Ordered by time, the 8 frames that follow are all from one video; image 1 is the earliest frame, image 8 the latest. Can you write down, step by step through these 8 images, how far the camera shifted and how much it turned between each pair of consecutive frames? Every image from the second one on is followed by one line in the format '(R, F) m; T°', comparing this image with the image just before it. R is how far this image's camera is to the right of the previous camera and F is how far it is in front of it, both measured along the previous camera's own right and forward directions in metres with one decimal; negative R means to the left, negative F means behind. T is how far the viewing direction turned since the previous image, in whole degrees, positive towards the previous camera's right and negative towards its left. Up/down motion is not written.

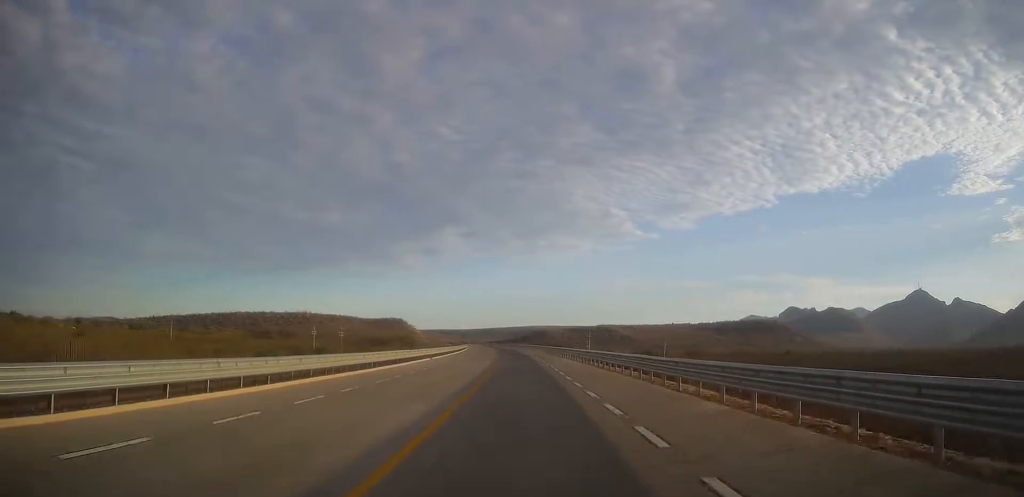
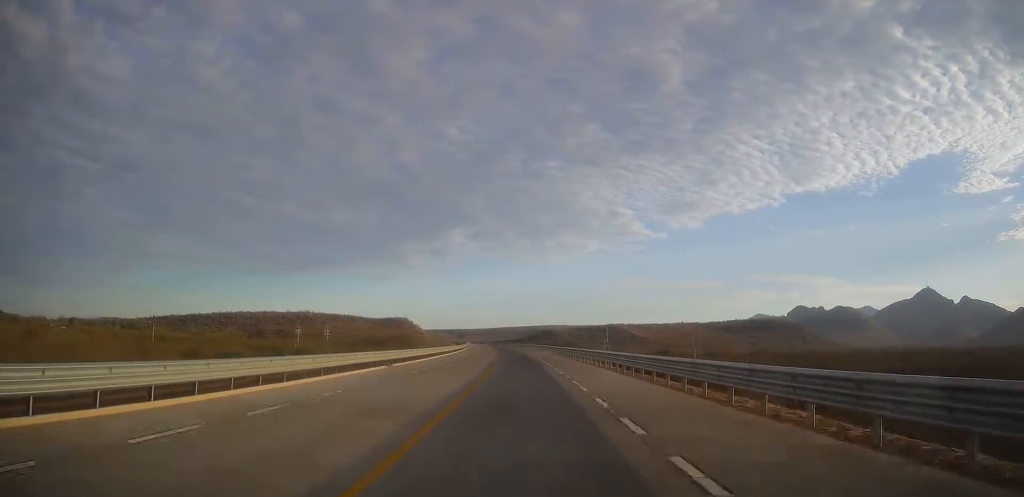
(-0.3, +18.7) m; -1°
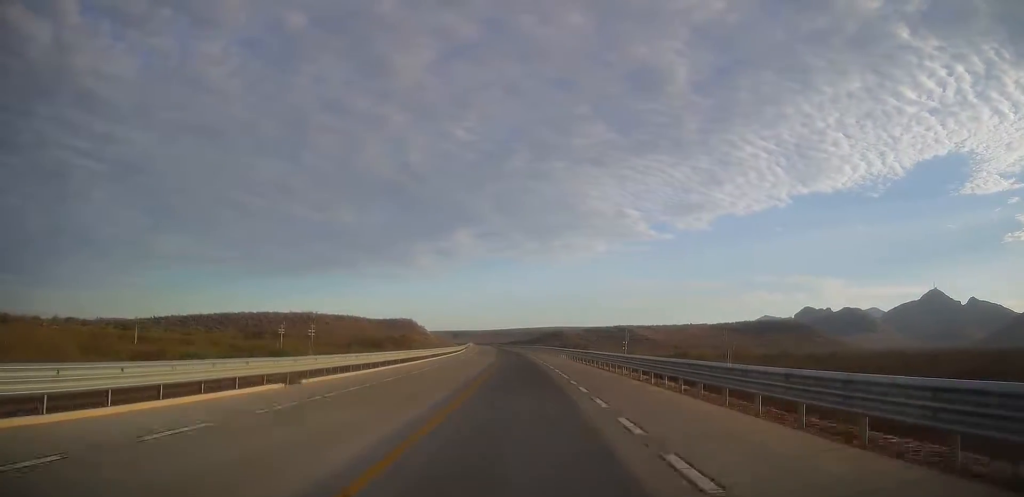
(-0.2, +15.7) m; -1°
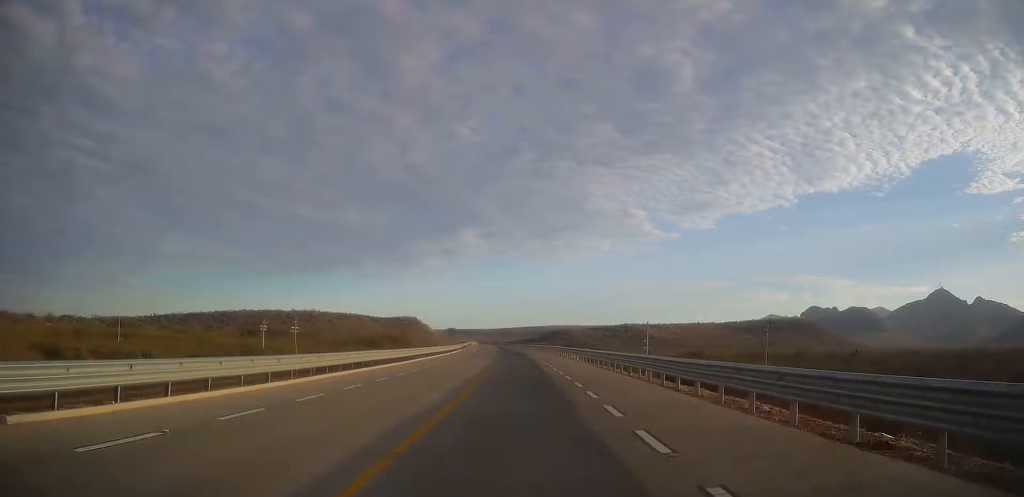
(0.0, +13.8) m; -1°
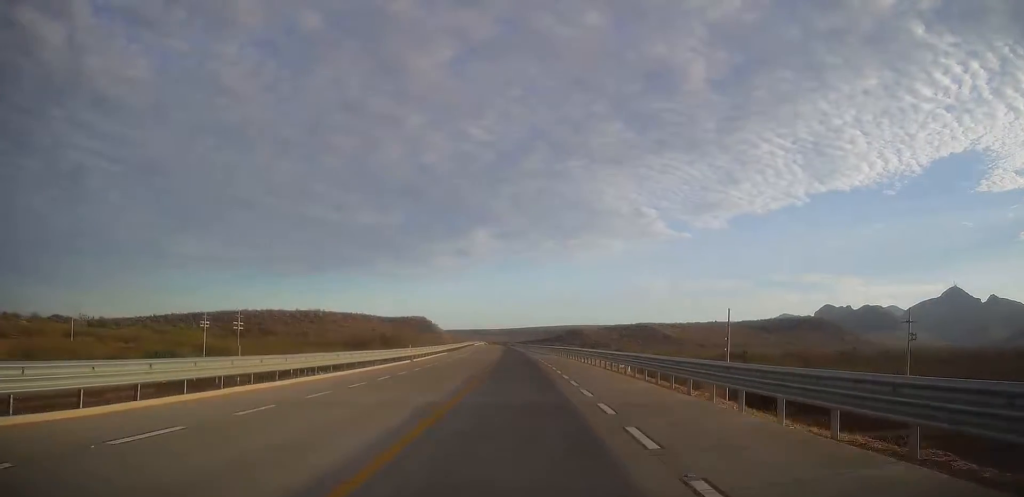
(-0.4, +31.5) m; -2°
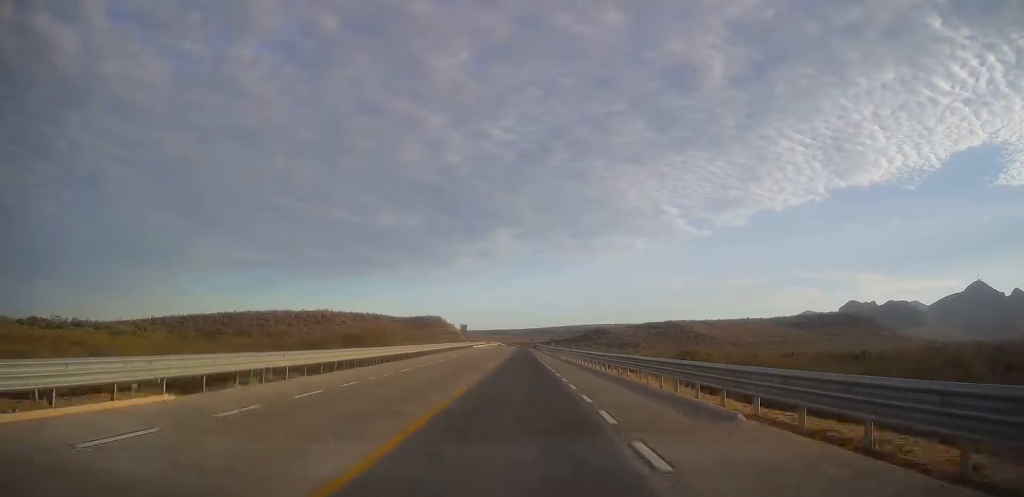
(-0.7, +57.2) m; -1°
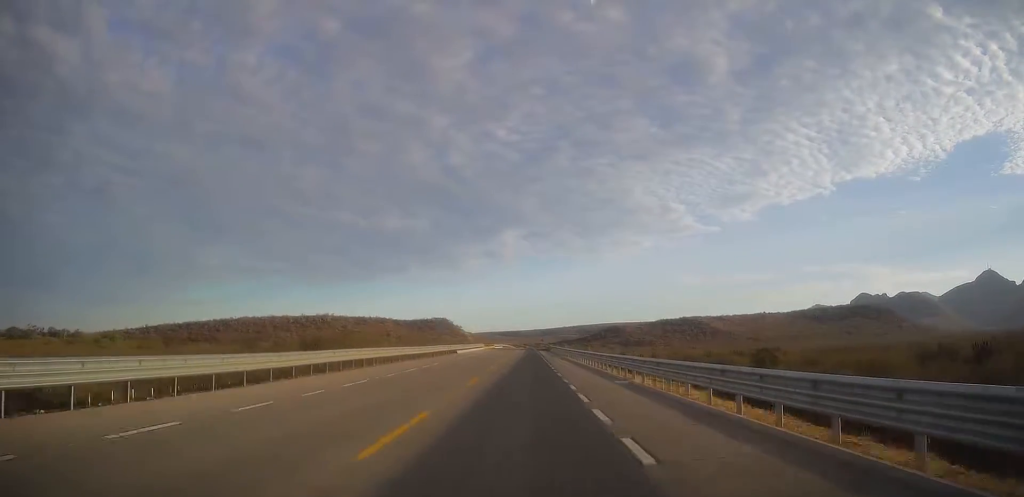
(0.0, +35.4) m; -1°
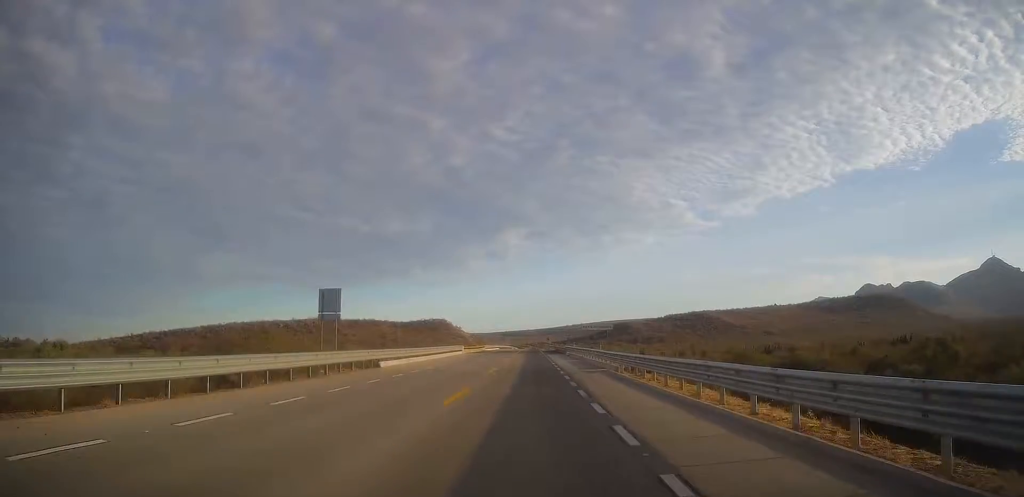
(-0.9, +38.5) m; -2°
